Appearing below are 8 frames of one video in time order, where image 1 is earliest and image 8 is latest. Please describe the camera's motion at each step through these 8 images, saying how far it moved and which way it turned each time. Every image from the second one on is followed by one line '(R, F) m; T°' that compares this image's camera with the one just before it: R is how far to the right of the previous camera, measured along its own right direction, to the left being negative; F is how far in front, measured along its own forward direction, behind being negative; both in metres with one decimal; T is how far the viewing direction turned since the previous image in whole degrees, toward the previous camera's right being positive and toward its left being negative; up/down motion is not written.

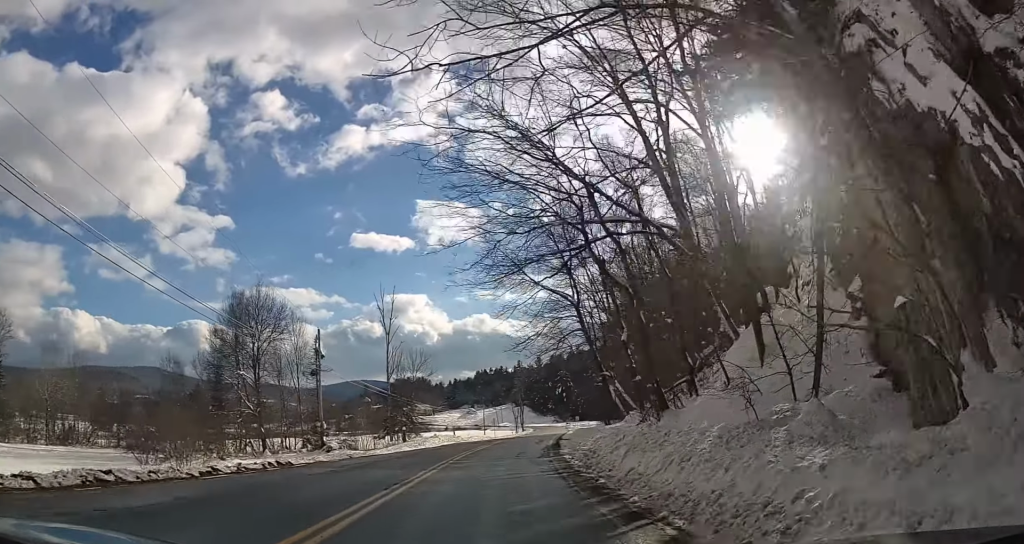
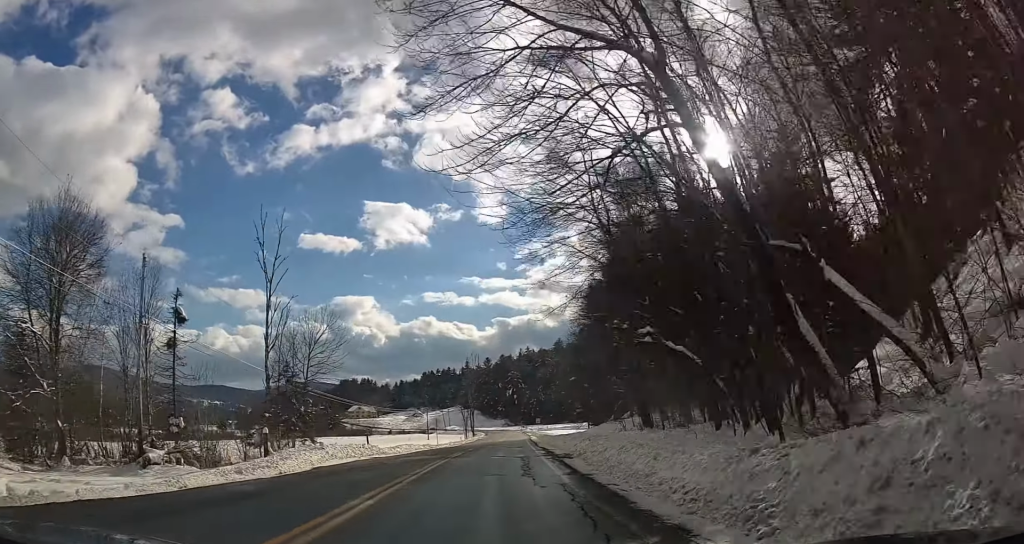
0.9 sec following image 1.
(+0.5, +21.7) m; +4°
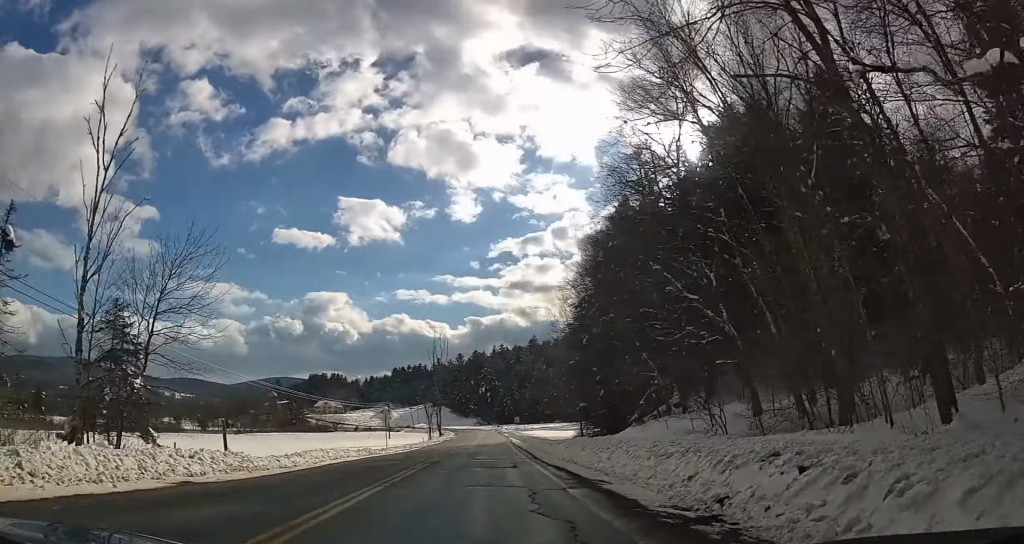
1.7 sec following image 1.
(+0.1, +17.0) m; +5°
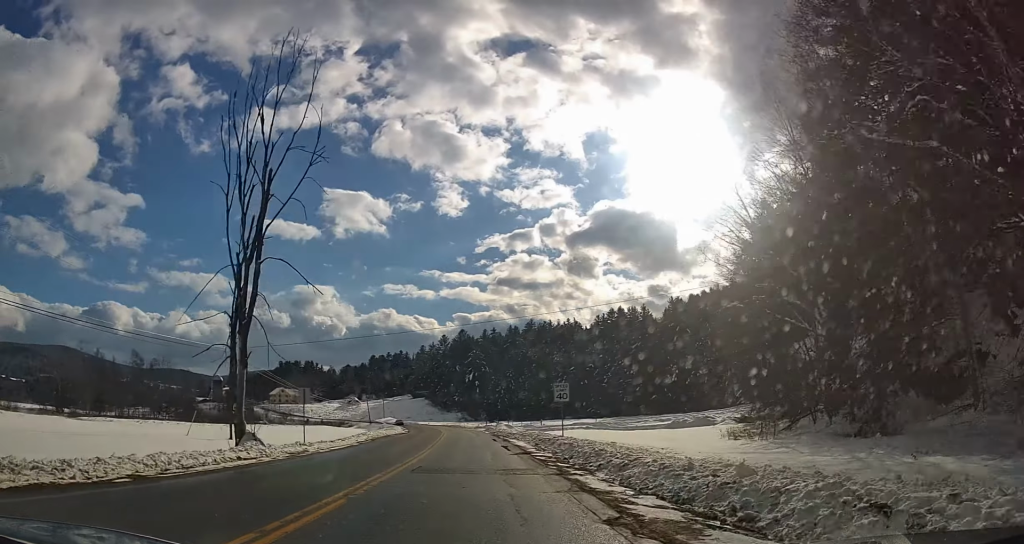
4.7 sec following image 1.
(+8.5, +67.6) m; +9°
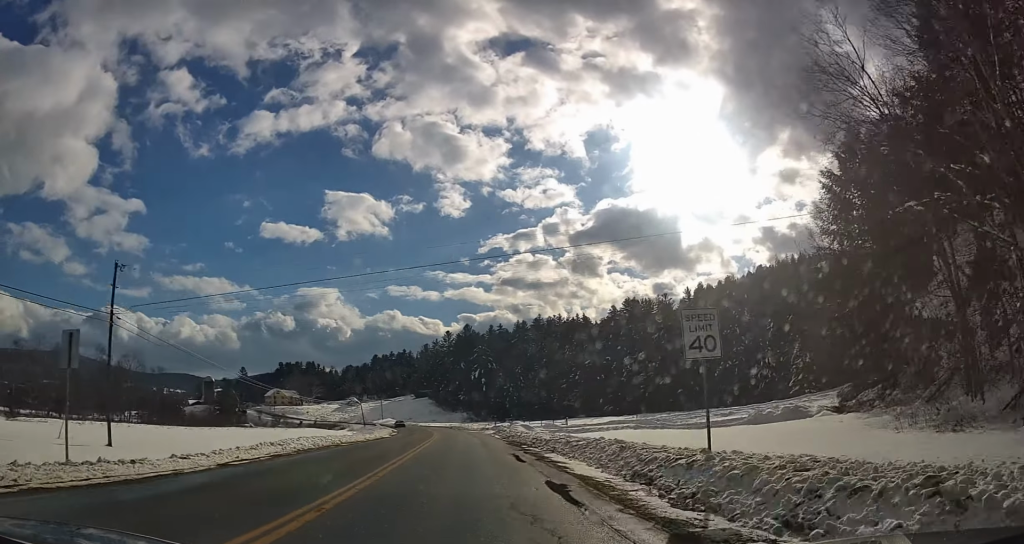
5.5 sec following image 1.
(+0.2, +18.1) m; -1°
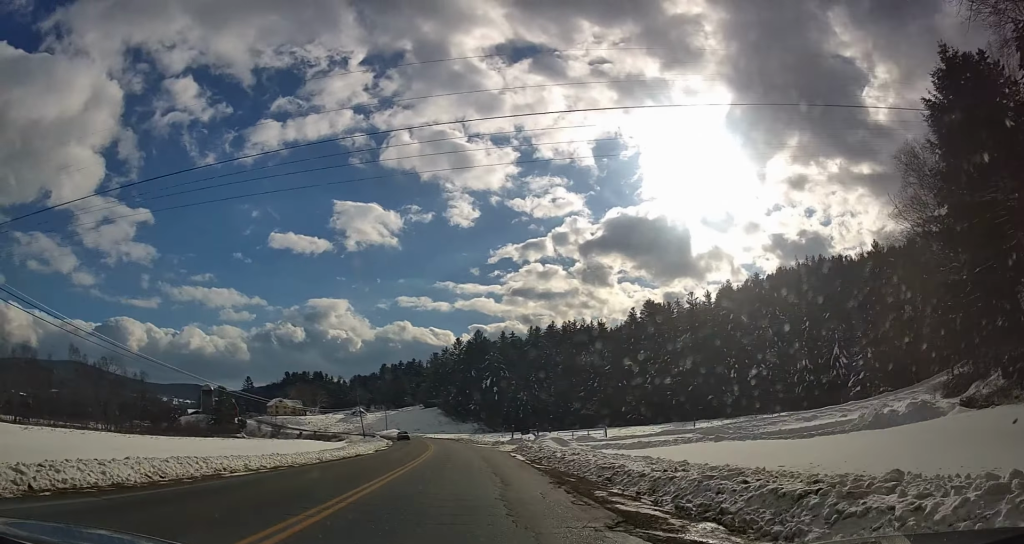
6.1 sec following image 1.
(-0.2, +14.1) m; -1°
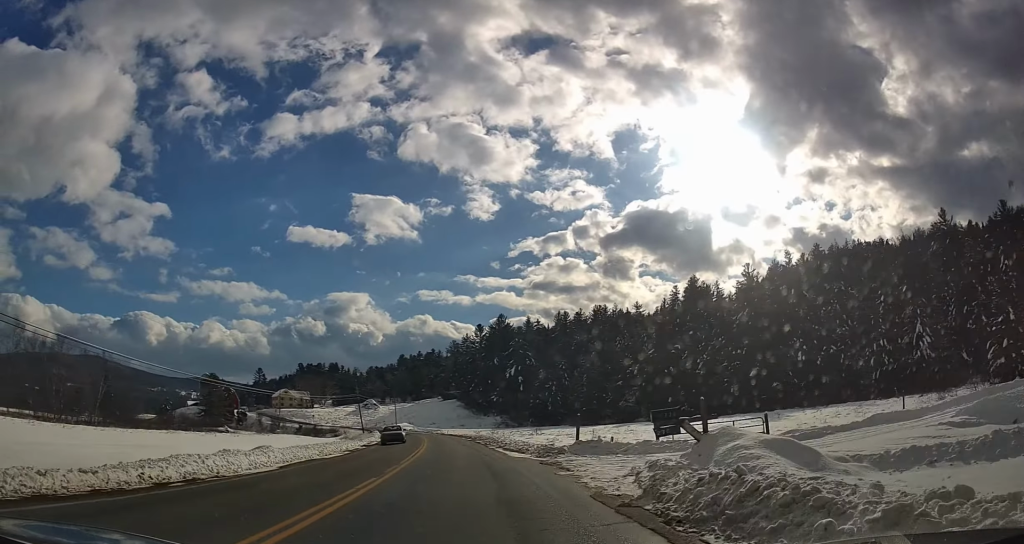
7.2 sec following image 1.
(-0.6, +24.4) m; -2°
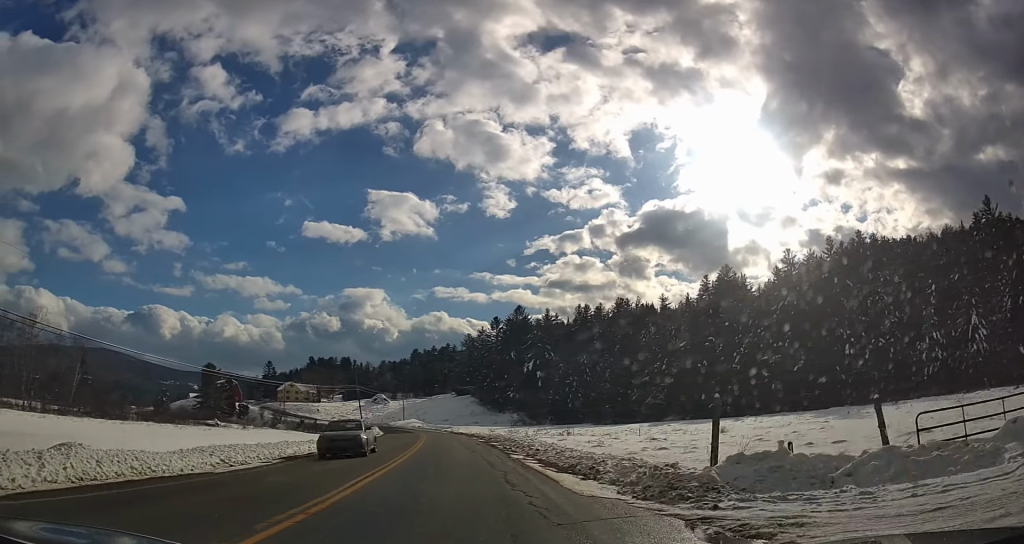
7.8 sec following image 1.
(-0.1, +13.3) m; 0°
